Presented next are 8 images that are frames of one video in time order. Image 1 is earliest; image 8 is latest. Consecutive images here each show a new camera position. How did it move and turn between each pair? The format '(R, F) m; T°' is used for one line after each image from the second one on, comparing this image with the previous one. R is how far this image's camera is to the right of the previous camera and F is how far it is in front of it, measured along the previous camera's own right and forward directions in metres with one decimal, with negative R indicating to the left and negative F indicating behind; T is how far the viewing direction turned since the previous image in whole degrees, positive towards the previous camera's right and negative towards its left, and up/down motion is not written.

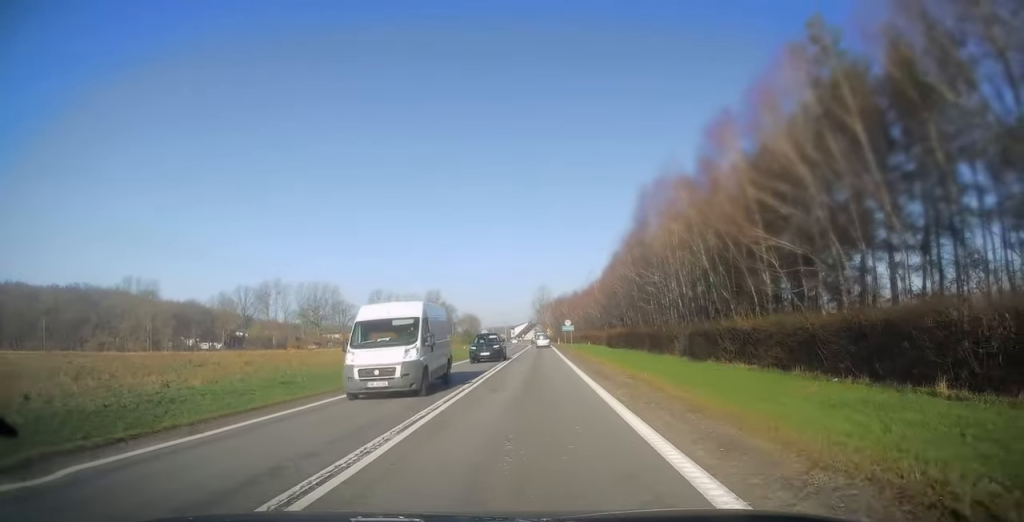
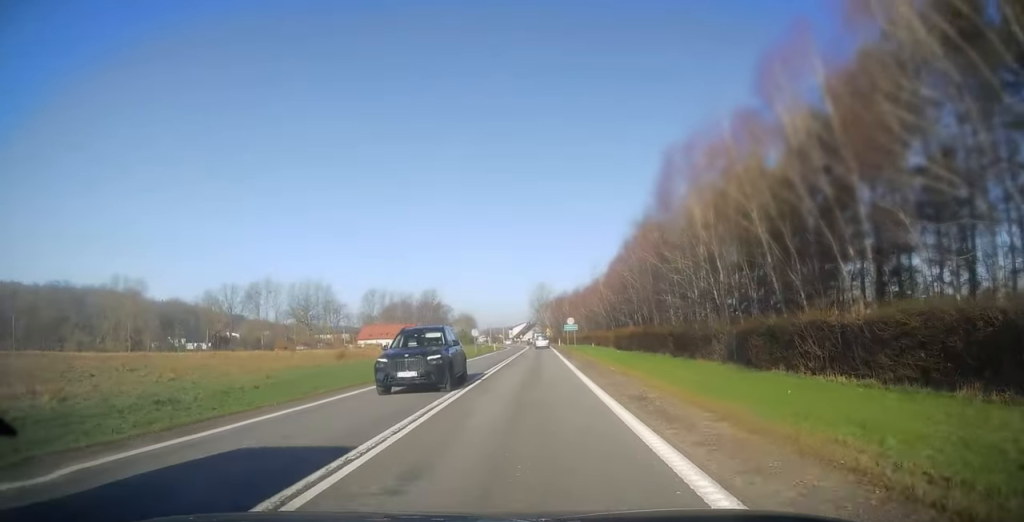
(0.0, +9.9) m; 0°
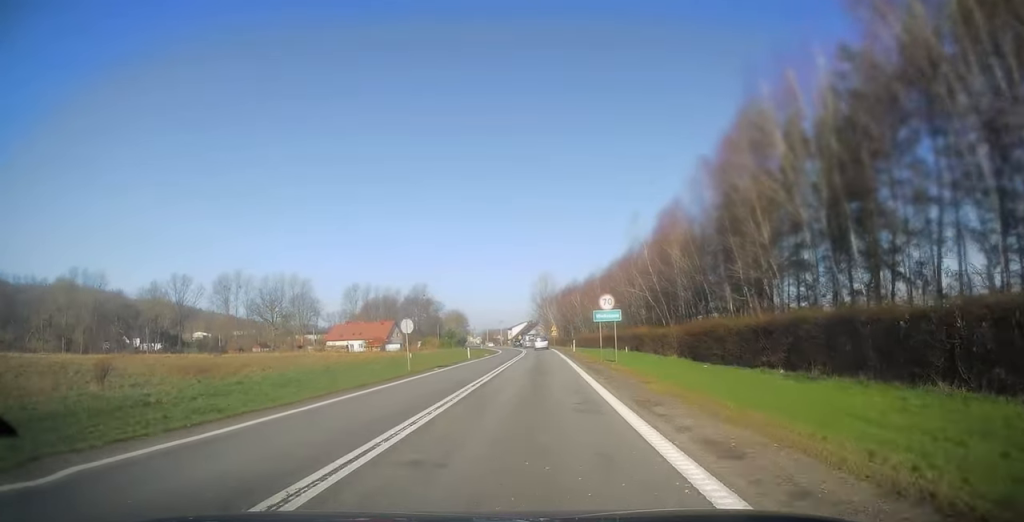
(+0.2, +34.4) m; +1°
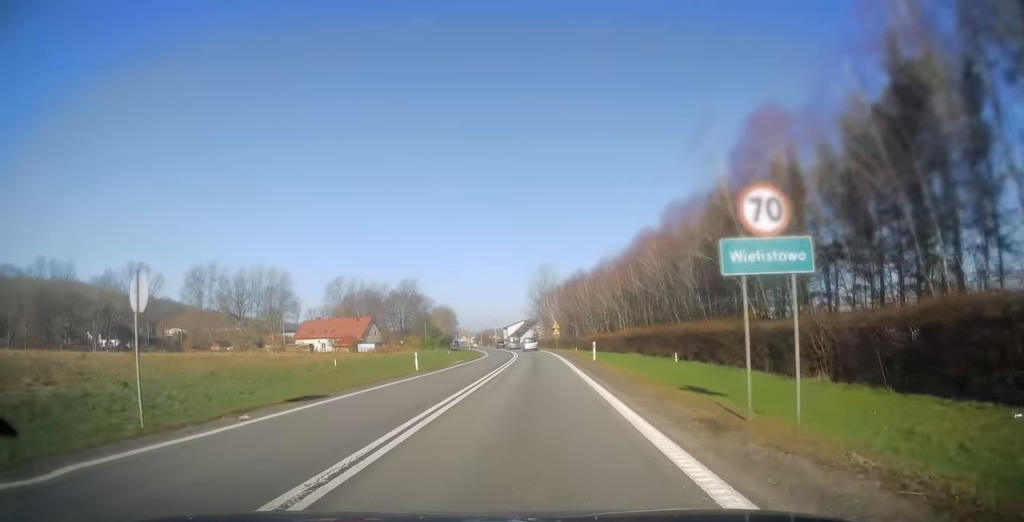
(+0.2, +22.0) m; +1°
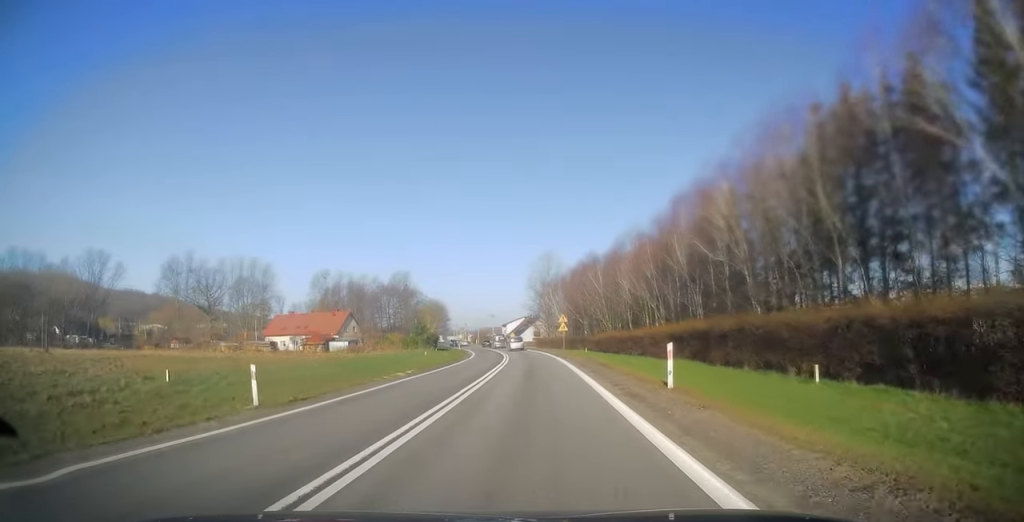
(0.0, +18.6) m; -1°
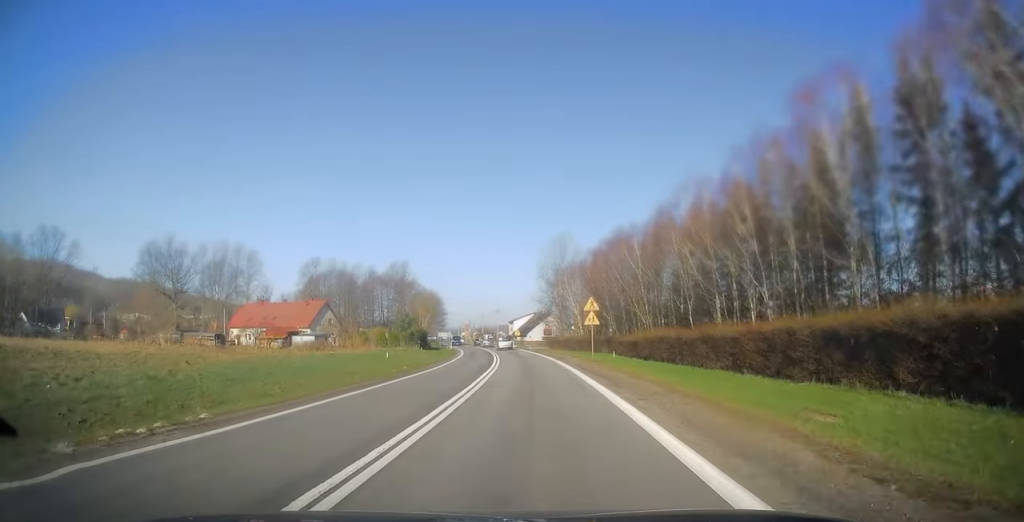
(-0.4, +20.8) m; -2°
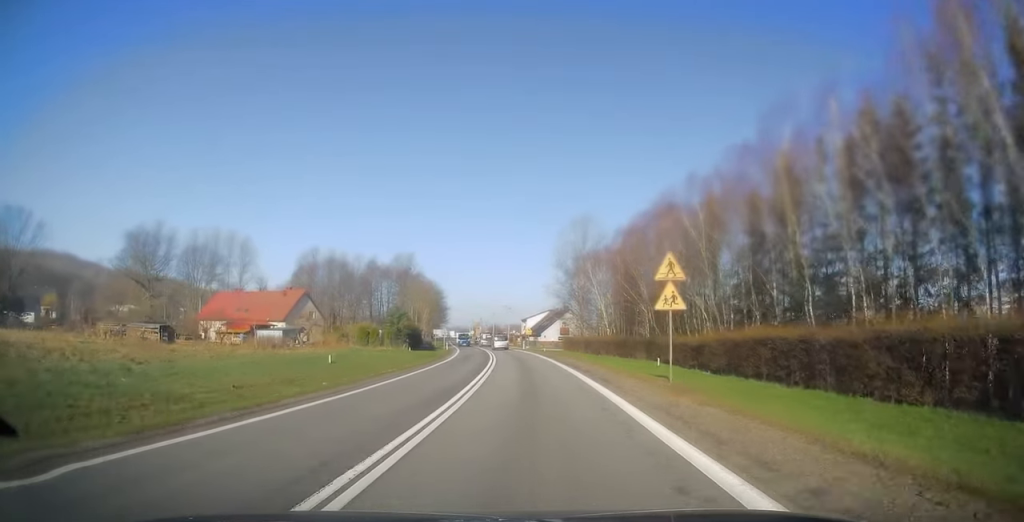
(-0.3, +15.6) m; -1°
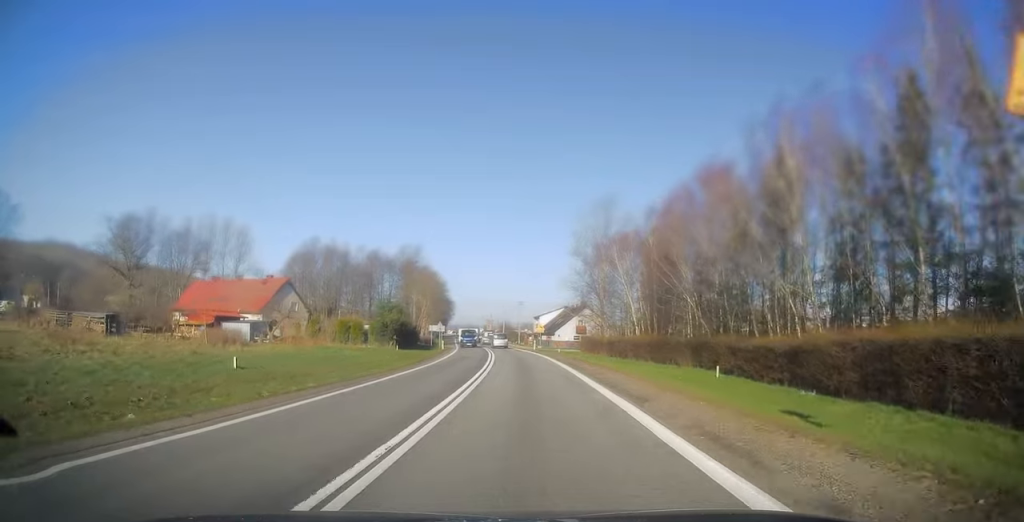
(-0.1, +11.4) m; -1°
